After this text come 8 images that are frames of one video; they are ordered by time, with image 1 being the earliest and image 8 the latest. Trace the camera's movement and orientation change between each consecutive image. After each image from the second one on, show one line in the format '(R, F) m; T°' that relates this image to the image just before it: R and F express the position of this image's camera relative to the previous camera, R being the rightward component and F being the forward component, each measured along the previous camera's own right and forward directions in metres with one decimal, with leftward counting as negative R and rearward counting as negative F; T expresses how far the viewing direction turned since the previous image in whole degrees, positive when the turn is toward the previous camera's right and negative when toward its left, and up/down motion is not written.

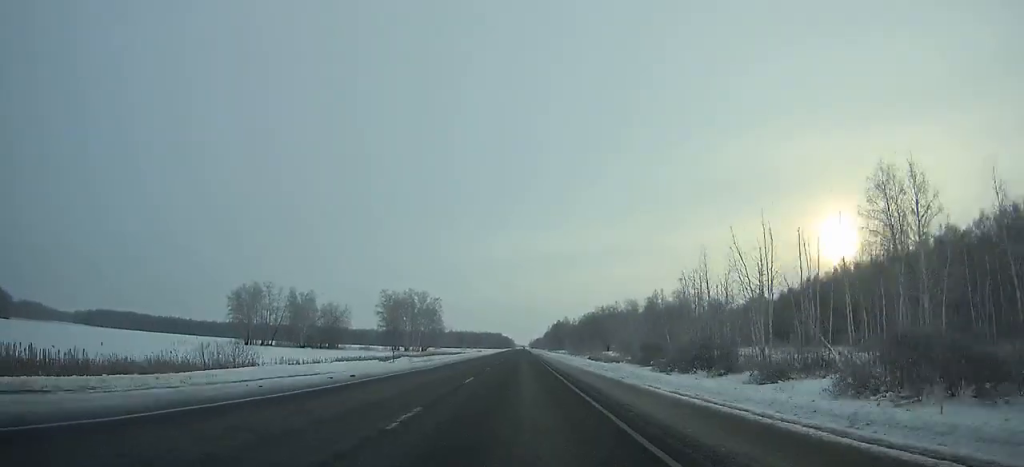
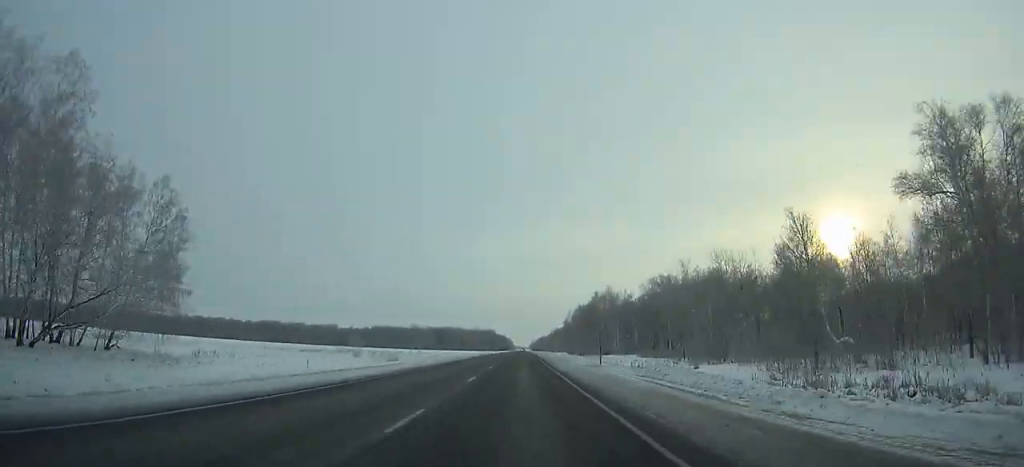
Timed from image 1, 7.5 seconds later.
(+0.2, +179.7) m; 0°
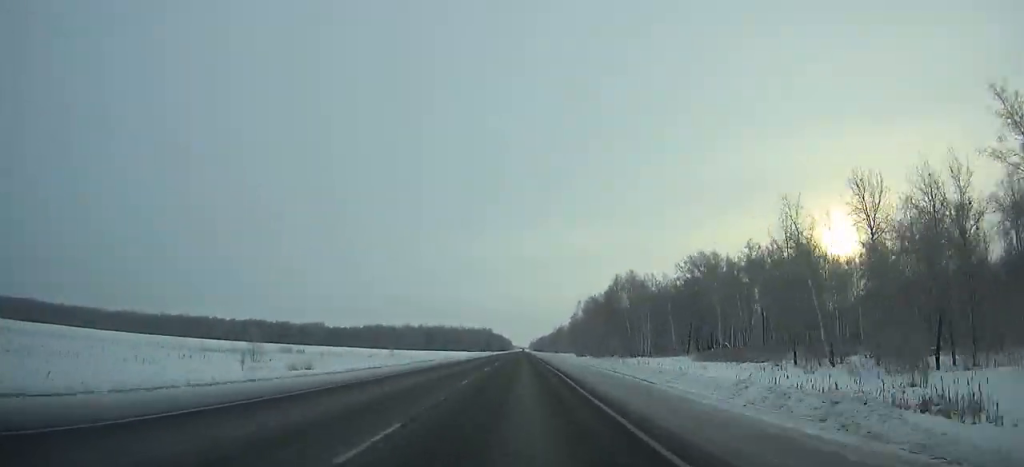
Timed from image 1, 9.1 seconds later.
(+0.1, +38.1) m; 0°
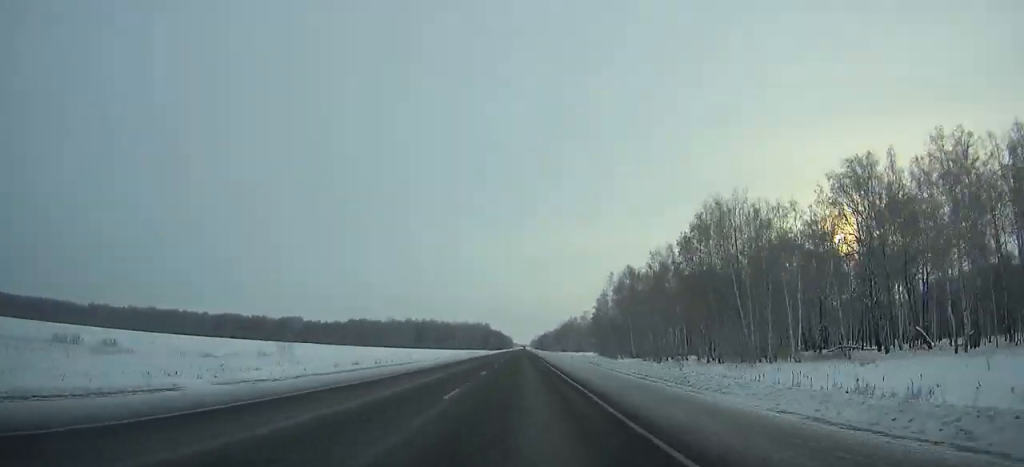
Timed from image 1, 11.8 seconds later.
(0.0, +64.0) m; 0°
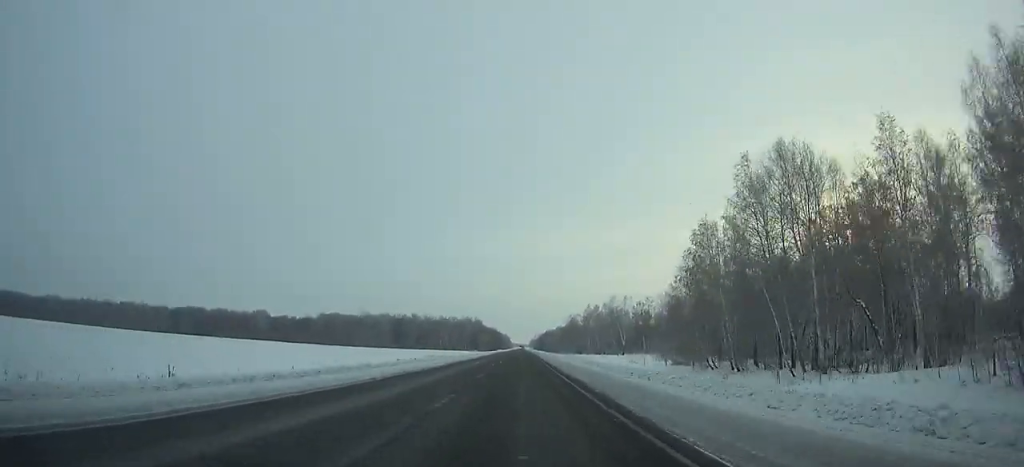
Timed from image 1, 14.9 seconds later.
(0.0, +73.0) m; 0°
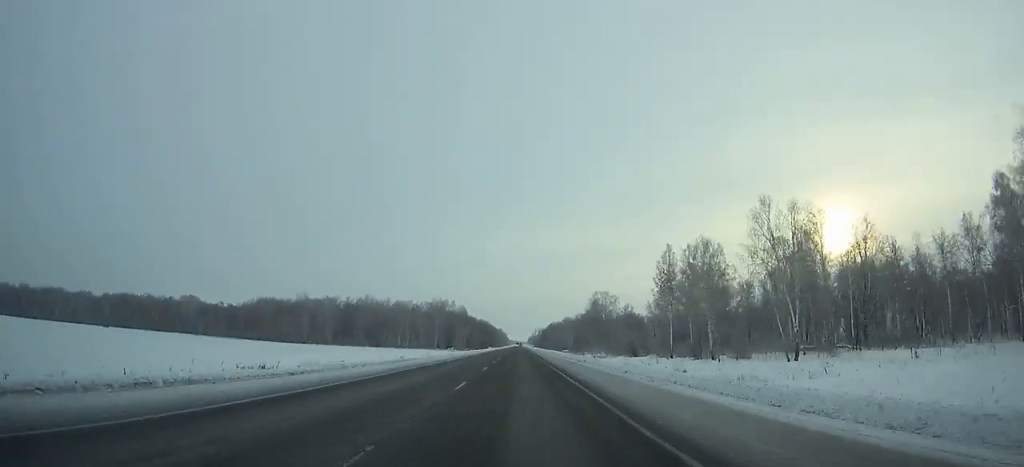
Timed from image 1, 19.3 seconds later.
(+0.1, +102.9) m; 0°
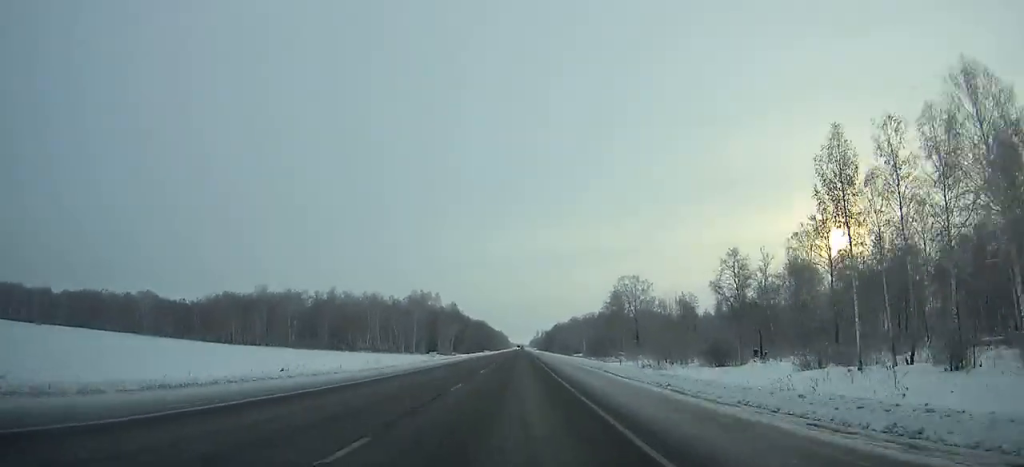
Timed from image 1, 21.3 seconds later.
(+0.1, +46.7) m; 0°
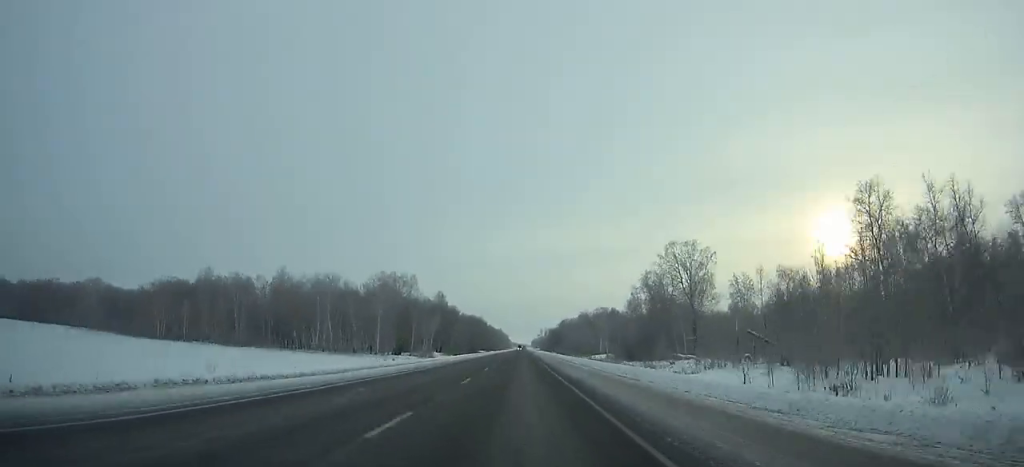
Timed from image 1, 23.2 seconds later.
(0.0, +44.7) m; 0°
